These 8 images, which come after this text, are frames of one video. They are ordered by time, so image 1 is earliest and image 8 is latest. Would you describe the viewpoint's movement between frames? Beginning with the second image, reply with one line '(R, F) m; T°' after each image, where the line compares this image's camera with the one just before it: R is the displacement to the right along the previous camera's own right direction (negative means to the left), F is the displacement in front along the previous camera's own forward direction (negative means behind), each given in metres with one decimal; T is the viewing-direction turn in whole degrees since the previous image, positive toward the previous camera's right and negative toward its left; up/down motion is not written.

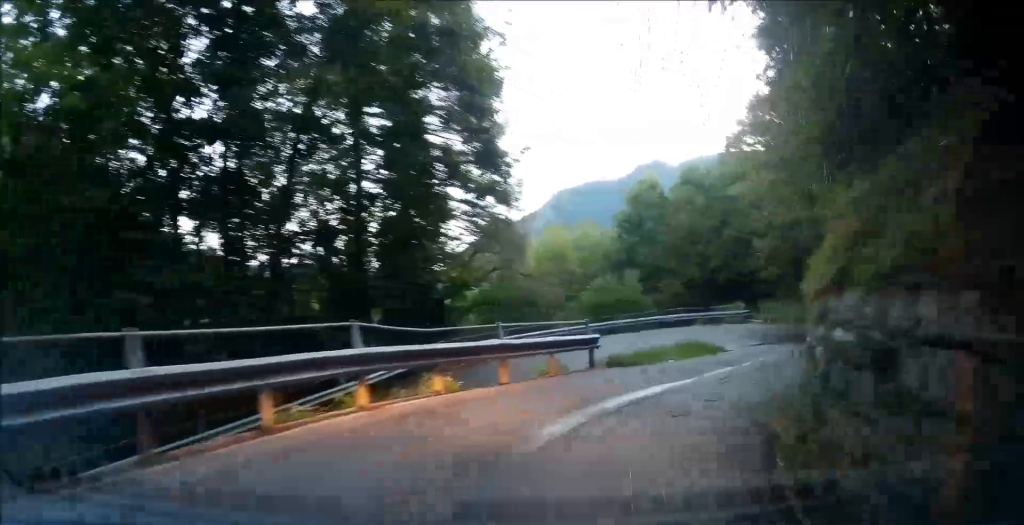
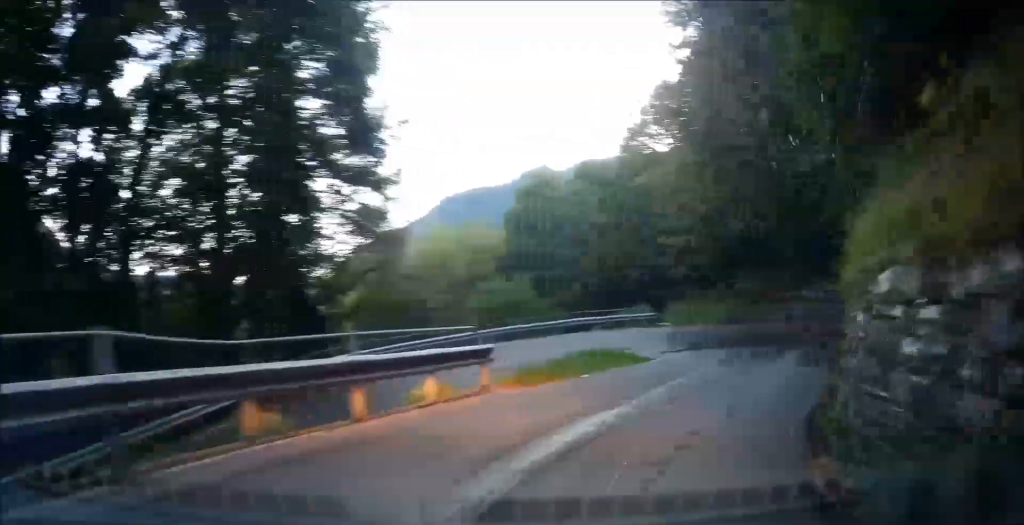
(+0.1, +3.6) m; +2°
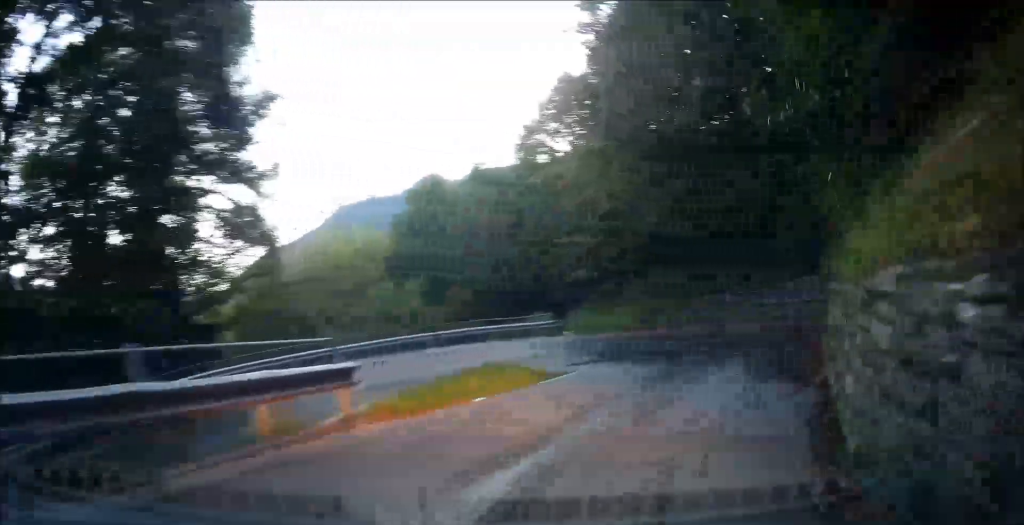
(0.0, +2.8) m; +1°
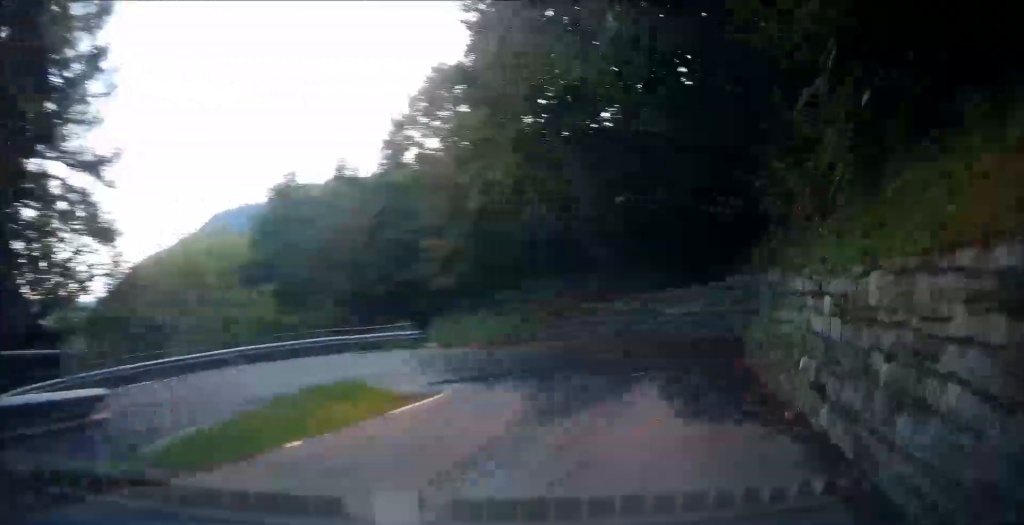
(0.0, +3.2) m; +4°
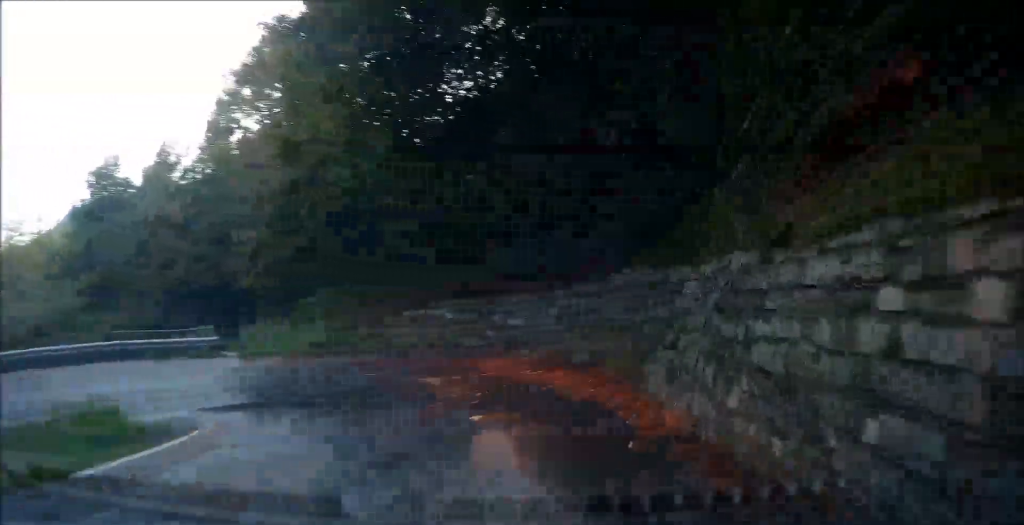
(+0.1, +4.2) m; +7°
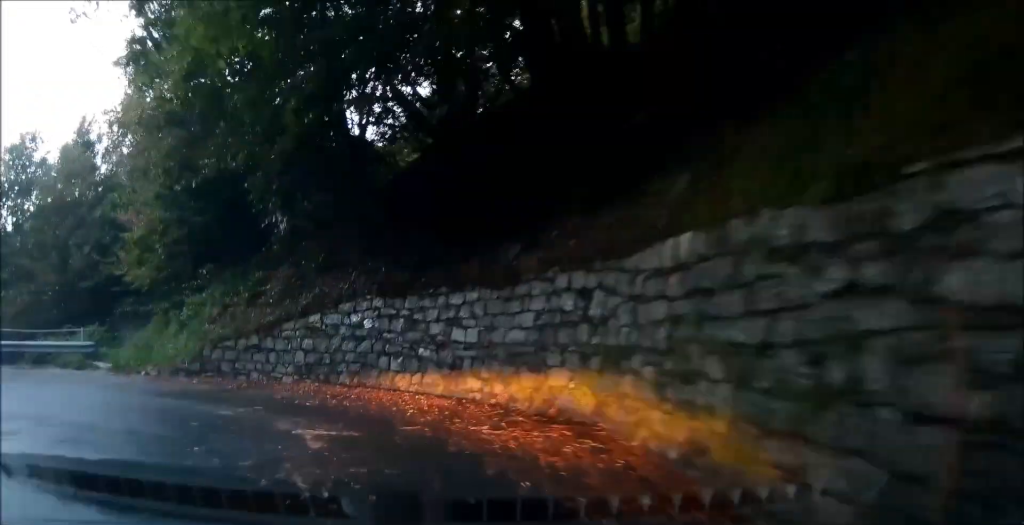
(+0.6, +5.3) m; +2°
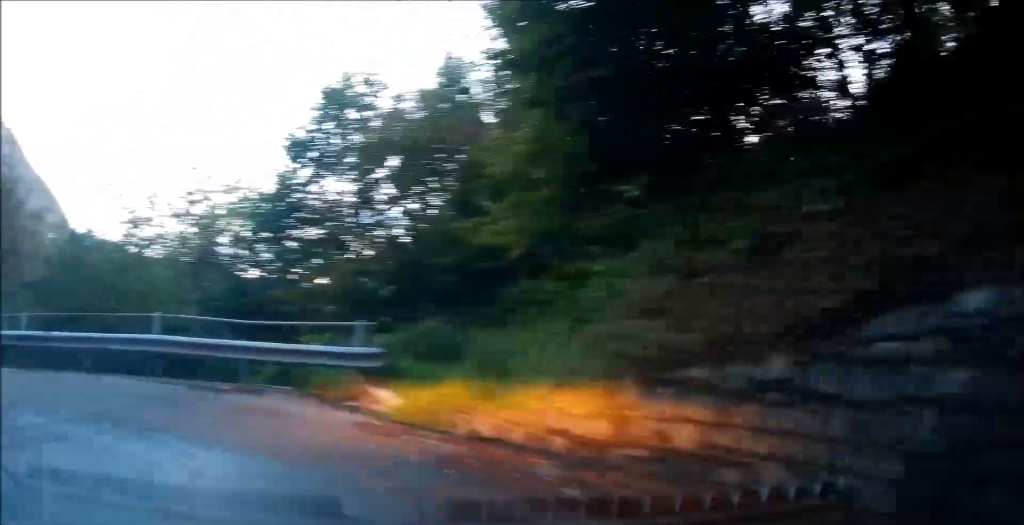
(-1.3, +9.7) m; -16°
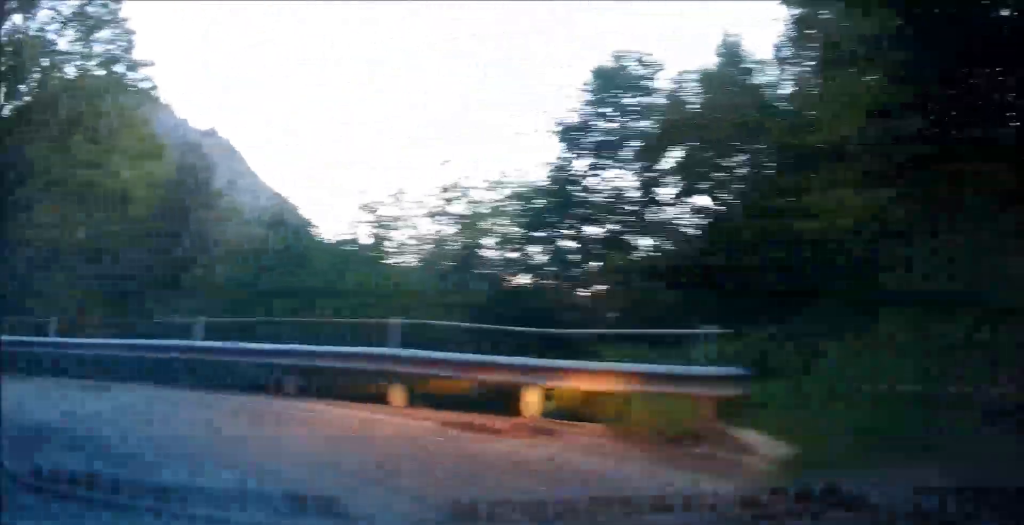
(+0.2, +3.0) m; -14°
